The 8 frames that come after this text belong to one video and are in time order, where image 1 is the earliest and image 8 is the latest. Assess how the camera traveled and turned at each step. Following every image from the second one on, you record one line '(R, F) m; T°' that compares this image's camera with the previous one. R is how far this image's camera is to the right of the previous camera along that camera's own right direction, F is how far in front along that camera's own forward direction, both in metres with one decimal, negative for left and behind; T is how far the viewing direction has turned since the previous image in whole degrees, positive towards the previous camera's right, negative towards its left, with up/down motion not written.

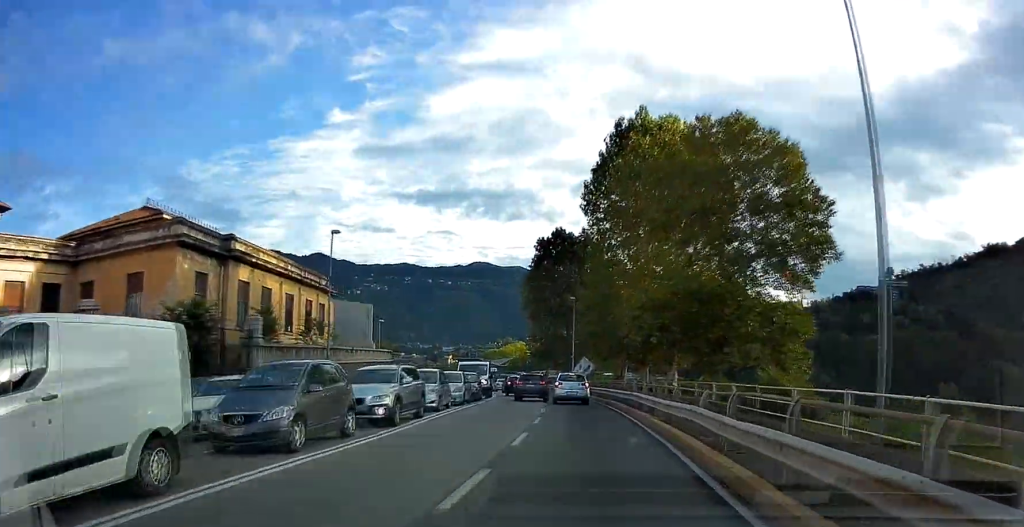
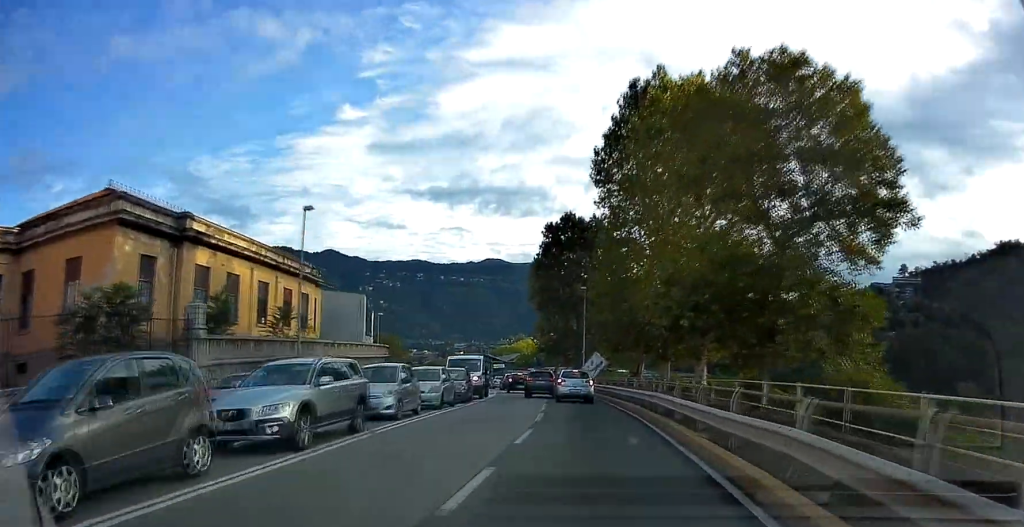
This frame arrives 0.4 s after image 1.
(+0.1, +5.3) m; -1°
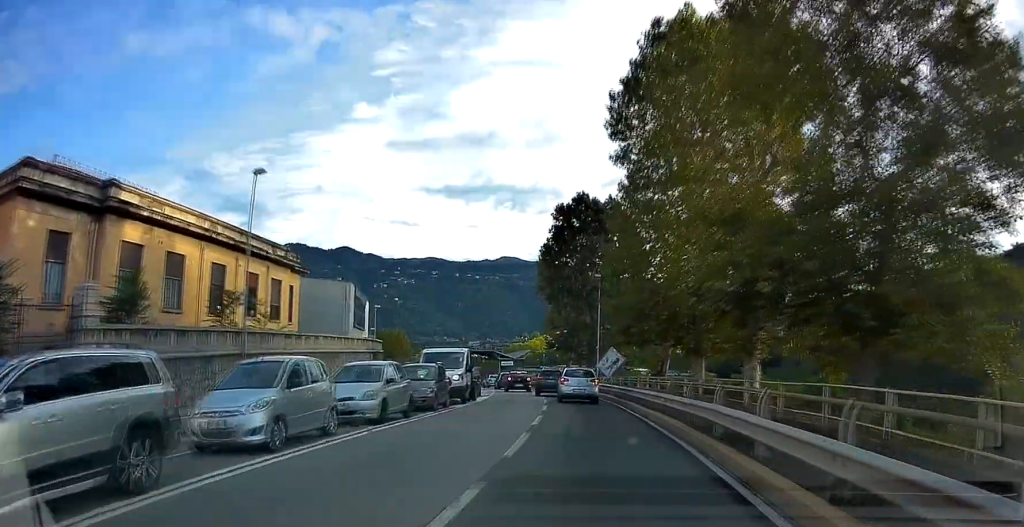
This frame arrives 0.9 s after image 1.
(-0.2, +6.9) m; -1°
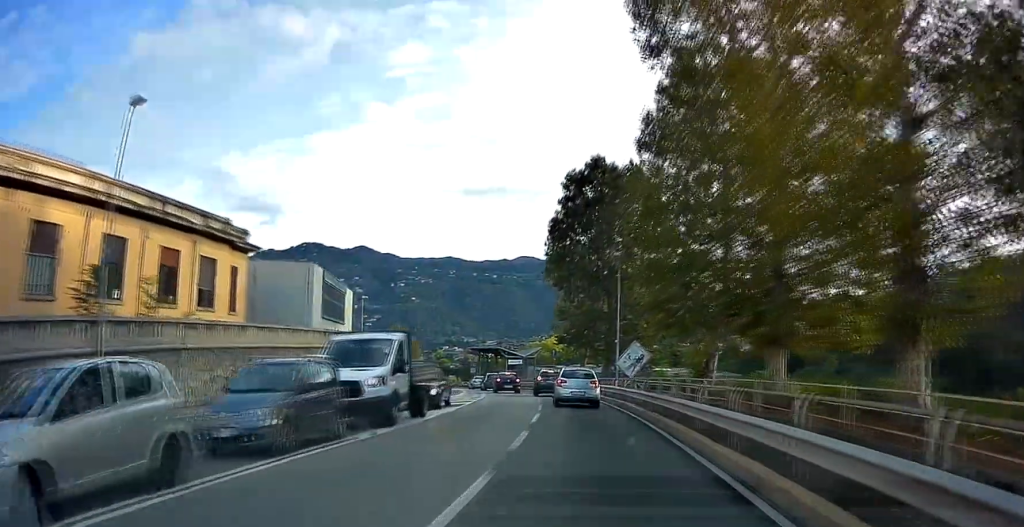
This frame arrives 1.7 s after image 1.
(-0.3, +10.3) m; -2°
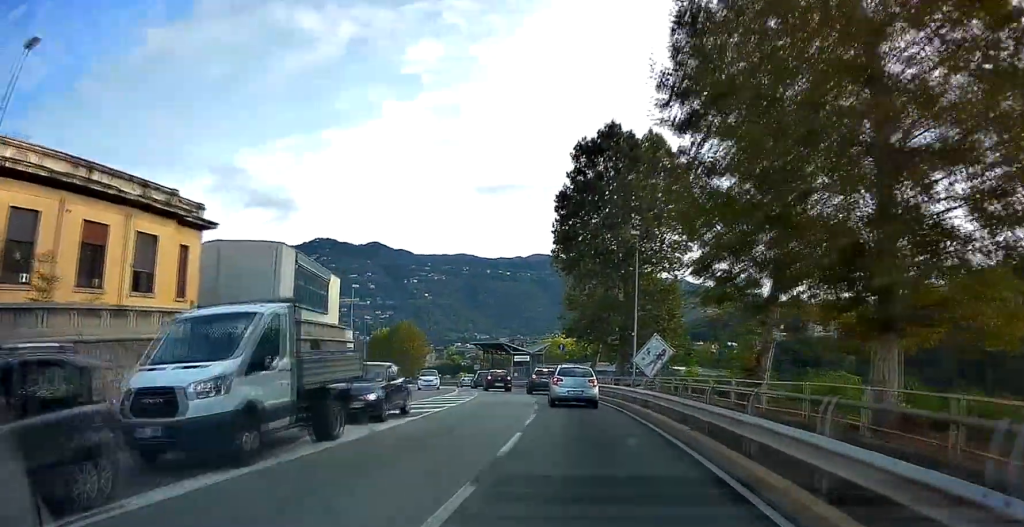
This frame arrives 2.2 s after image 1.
(0.0, +6.7) m; -1°
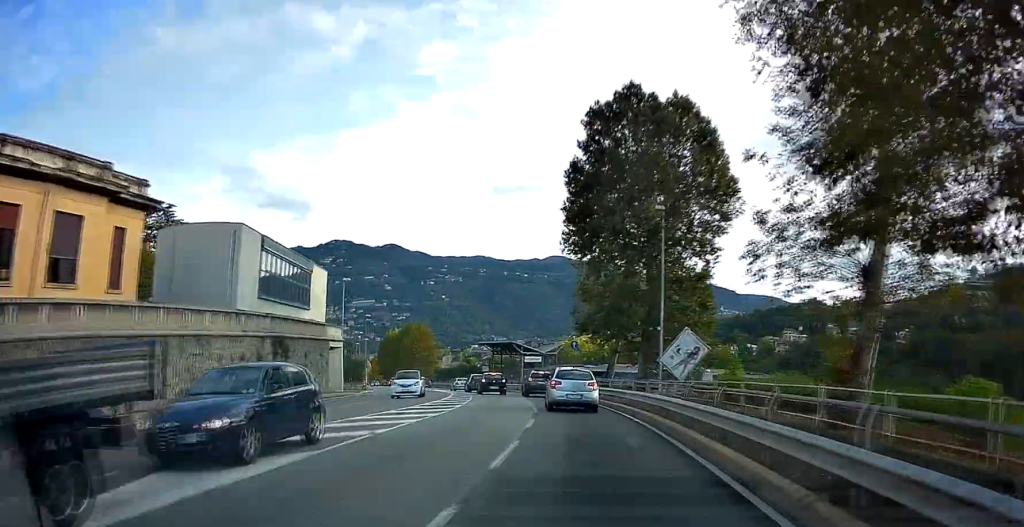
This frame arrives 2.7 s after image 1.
(0.0, +6.7) m; -1°
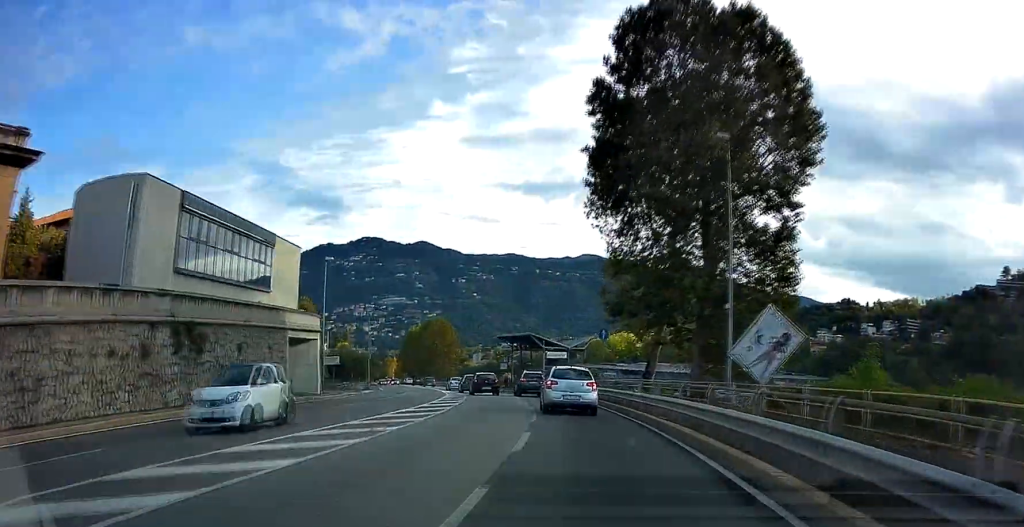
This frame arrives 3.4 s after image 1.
(-0.3, +10.8) m; -2°
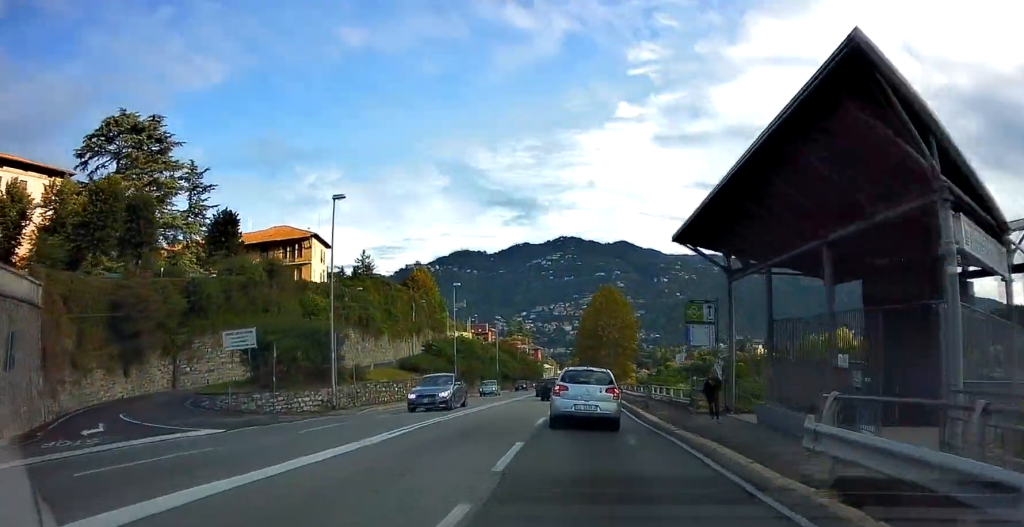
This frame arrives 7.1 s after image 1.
(-5.8, +51.4) m; -16°
